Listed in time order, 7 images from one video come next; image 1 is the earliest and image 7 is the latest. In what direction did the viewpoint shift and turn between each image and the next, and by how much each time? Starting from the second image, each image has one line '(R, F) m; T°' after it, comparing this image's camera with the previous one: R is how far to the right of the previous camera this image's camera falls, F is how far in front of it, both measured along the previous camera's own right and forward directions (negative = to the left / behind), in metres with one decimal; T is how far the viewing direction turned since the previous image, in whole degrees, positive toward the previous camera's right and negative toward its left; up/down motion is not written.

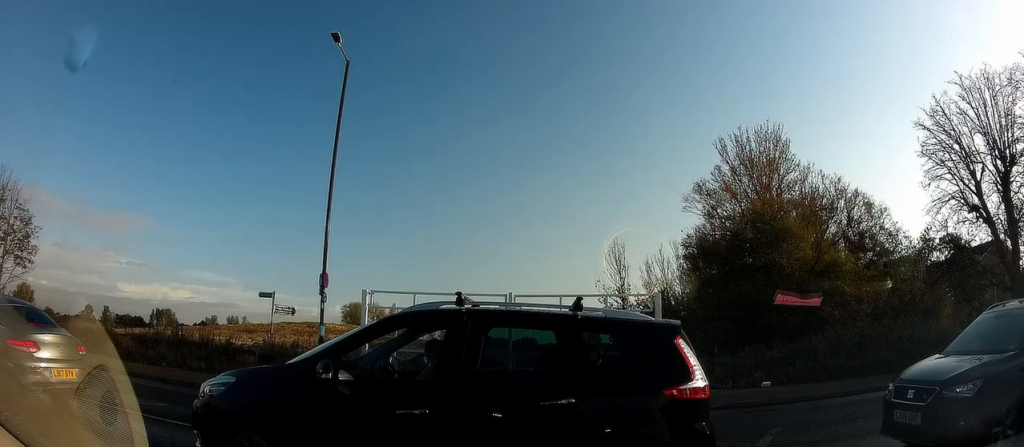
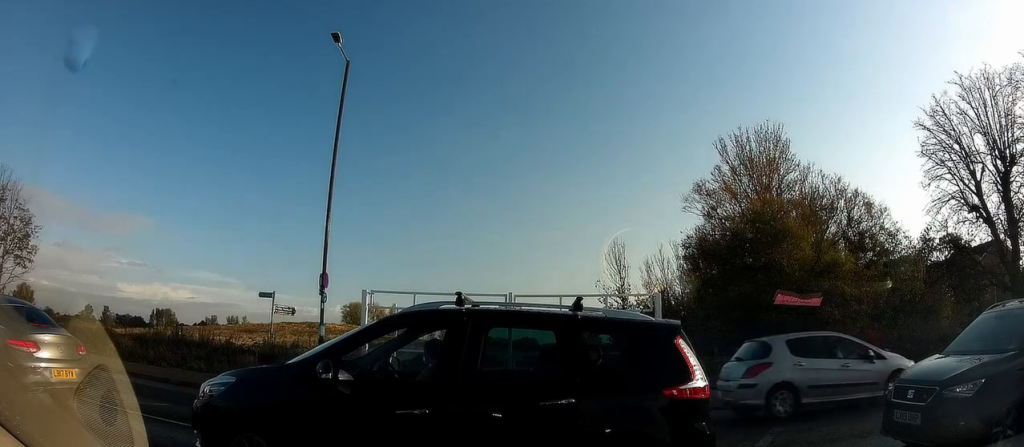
(0.0, 0.0) m; 0°
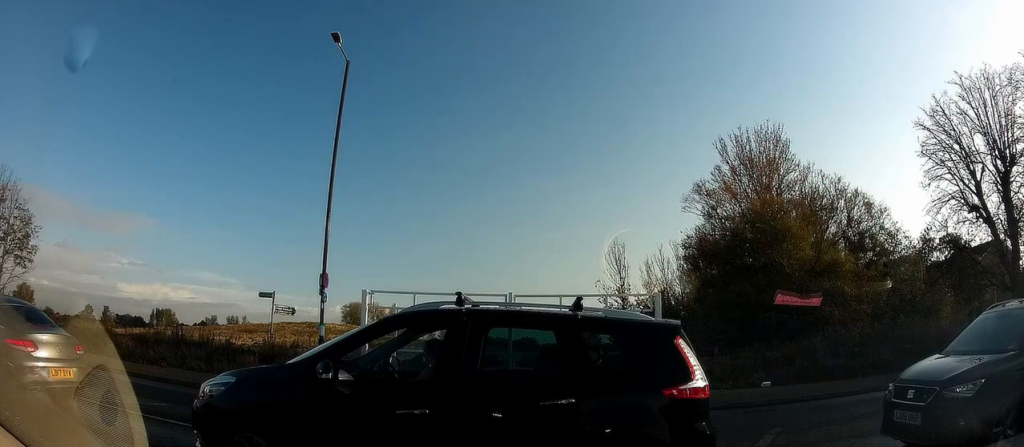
(0.0, 0.0) m; 0°
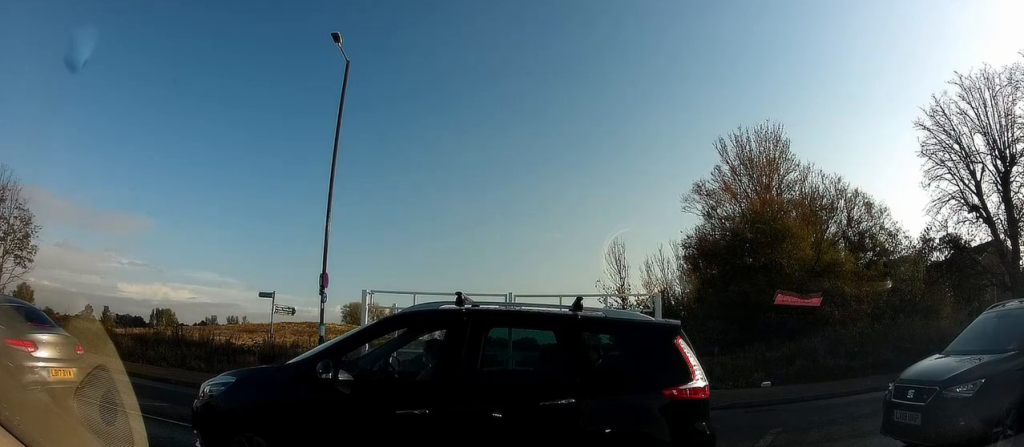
(0.0, 0.0) m; 0°
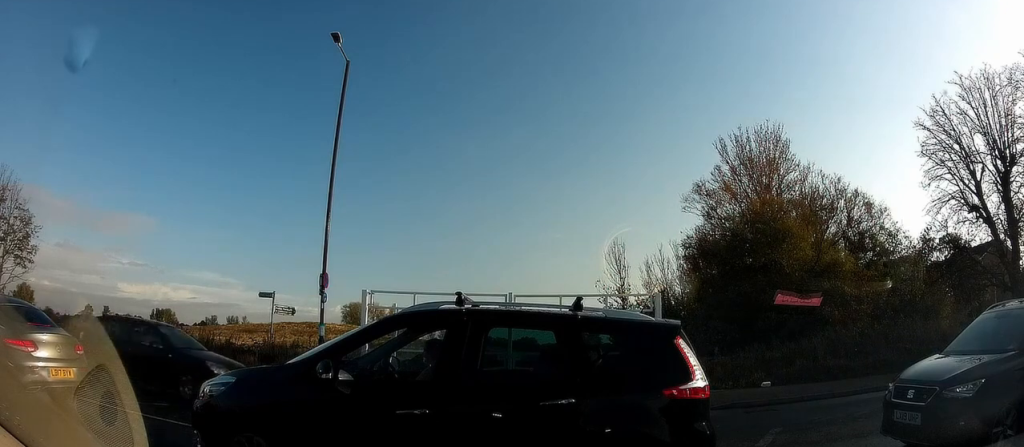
(0.0, 0.0) m; 0°
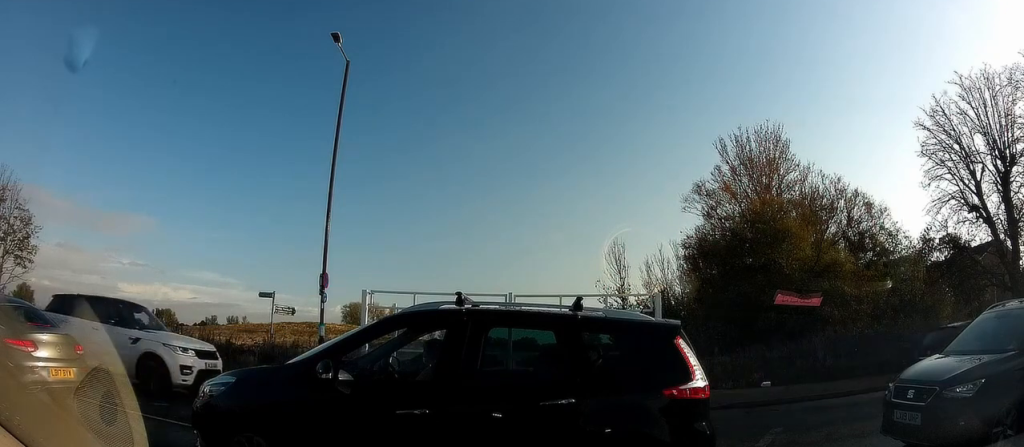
(0.0, 0.0) m; 0°
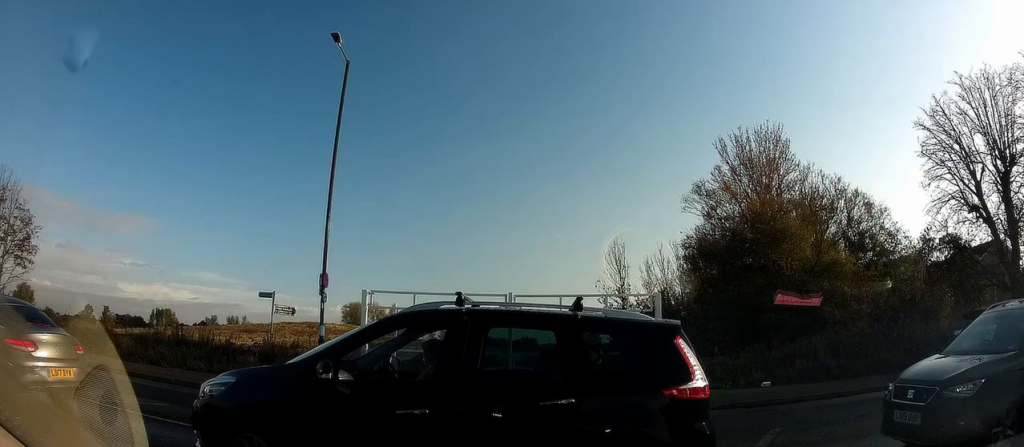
(0.0, 0.0) m; 0°
